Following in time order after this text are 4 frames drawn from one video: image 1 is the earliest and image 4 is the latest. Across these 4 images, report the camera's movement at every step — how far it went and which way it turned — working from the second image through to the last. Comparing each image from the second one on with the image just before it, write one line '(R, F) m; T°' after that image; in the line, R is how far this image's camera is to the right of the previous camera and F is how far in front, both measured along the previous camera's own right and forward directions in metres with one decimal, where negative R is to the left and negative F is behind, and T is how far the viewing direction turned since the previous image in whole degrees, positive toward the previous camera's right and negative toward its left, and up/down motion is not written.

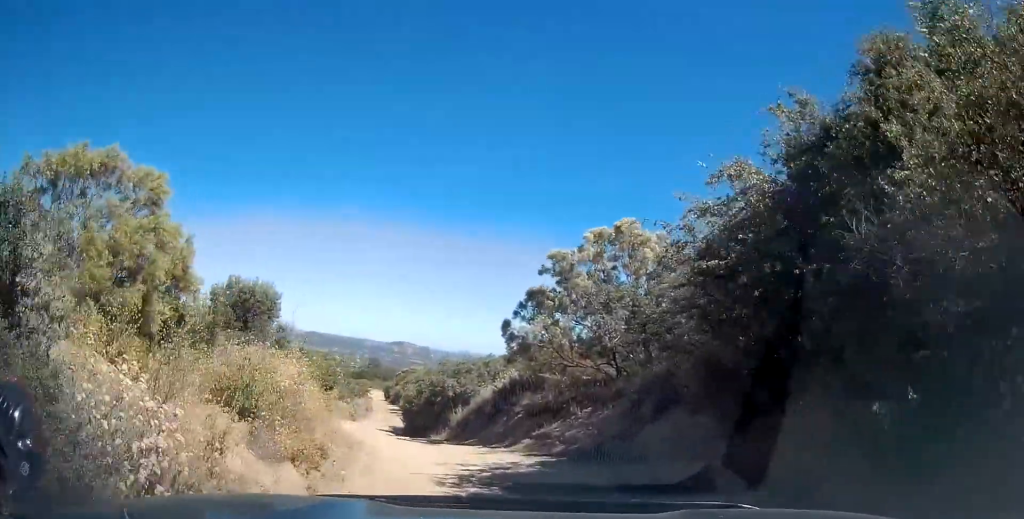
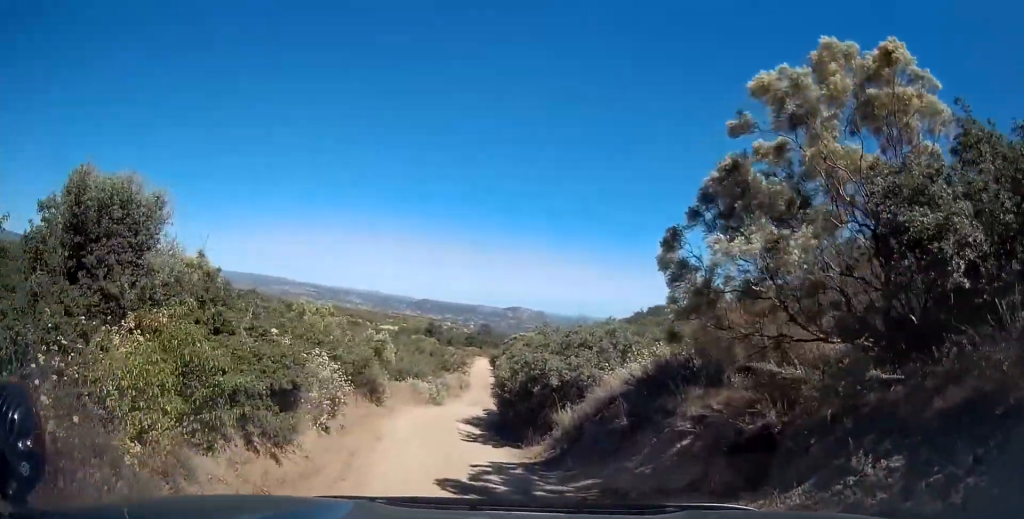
(-0.7, +8.0) m; -7°
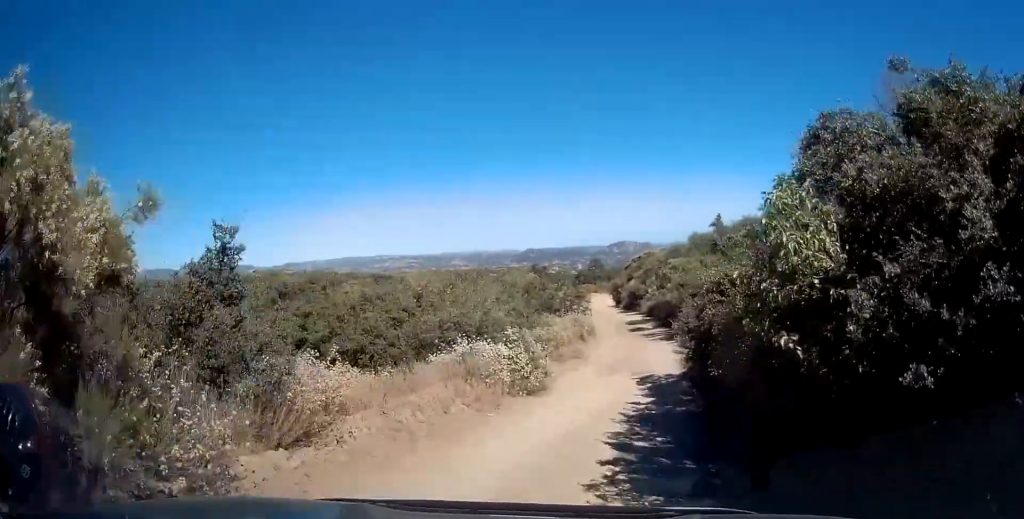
(-2.2, +14.5) m; -14°
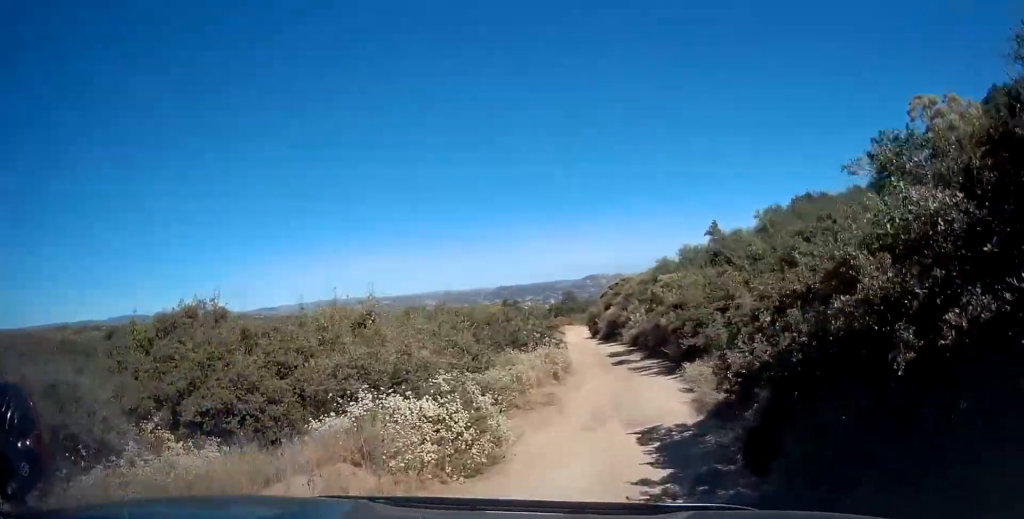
(-0.1, +4.2) m; +2°
